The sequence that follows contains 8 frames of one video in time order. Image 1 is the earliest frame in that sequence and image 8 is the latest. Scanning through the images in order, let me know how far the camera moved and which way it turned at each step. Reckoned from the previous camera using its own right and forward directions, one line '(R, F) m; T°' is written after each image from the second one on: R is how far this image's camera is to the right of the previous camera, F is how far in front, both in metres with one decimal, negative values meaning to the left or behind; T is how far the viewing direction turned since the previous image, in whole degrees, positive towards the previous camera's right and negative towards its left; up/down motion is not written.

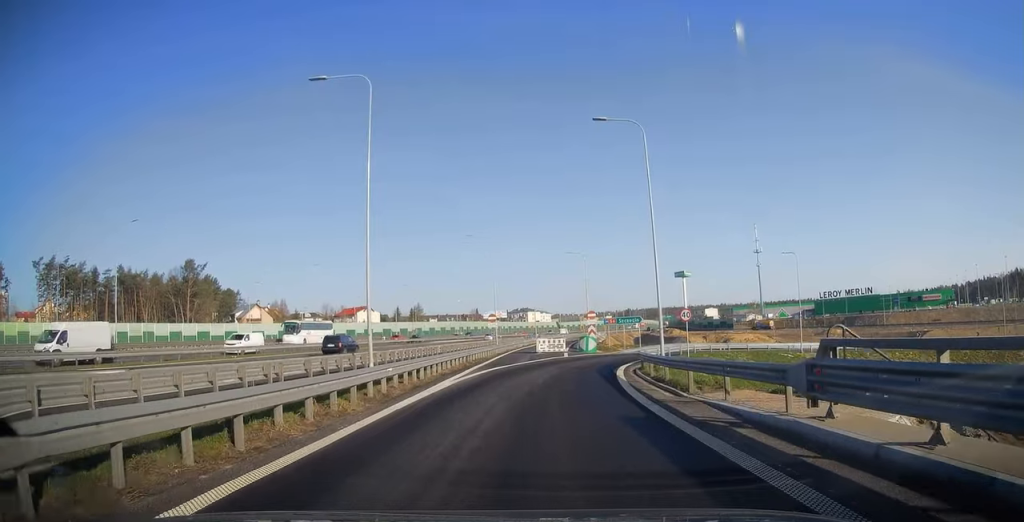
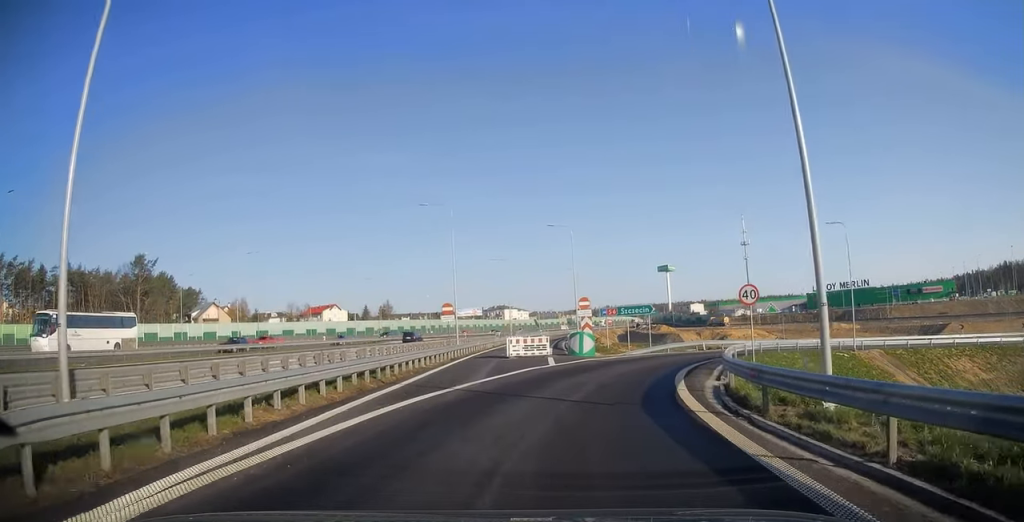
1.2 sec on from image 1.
(+0.6, +15.1) m; +5°
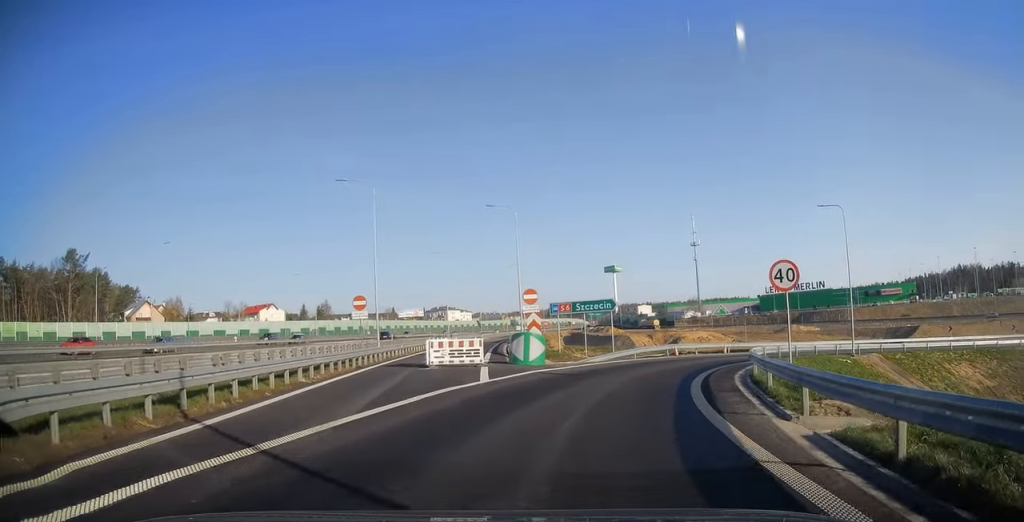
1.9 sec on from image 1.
(-0.1, +8.1) m; +4°
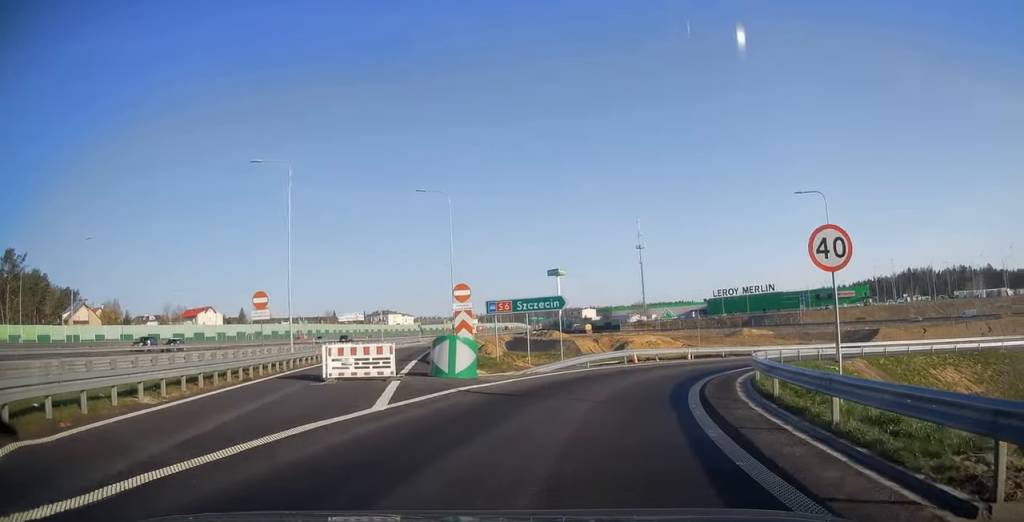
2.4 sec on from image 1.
(+0.4, +5.4) m; +6°
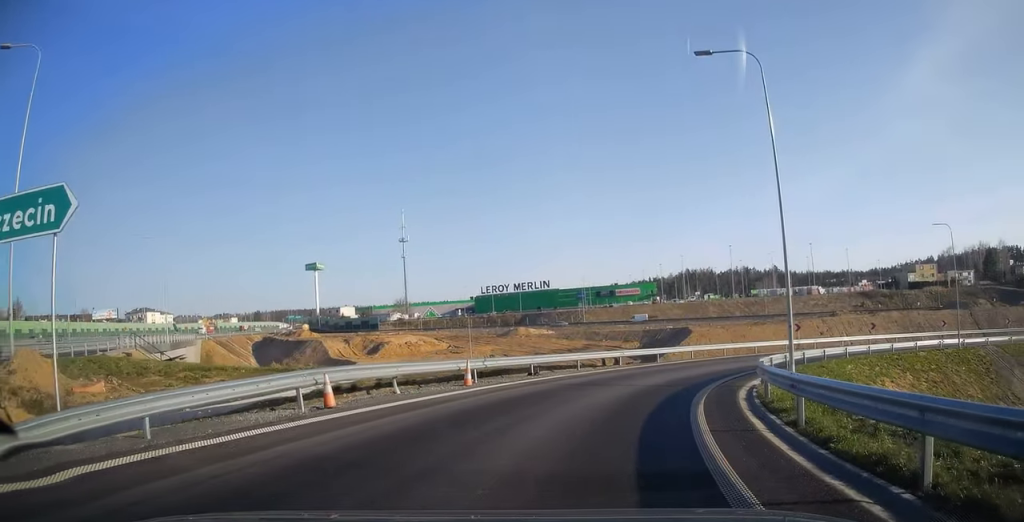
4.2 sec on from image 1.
(+3.8, +19.7) m; +23°
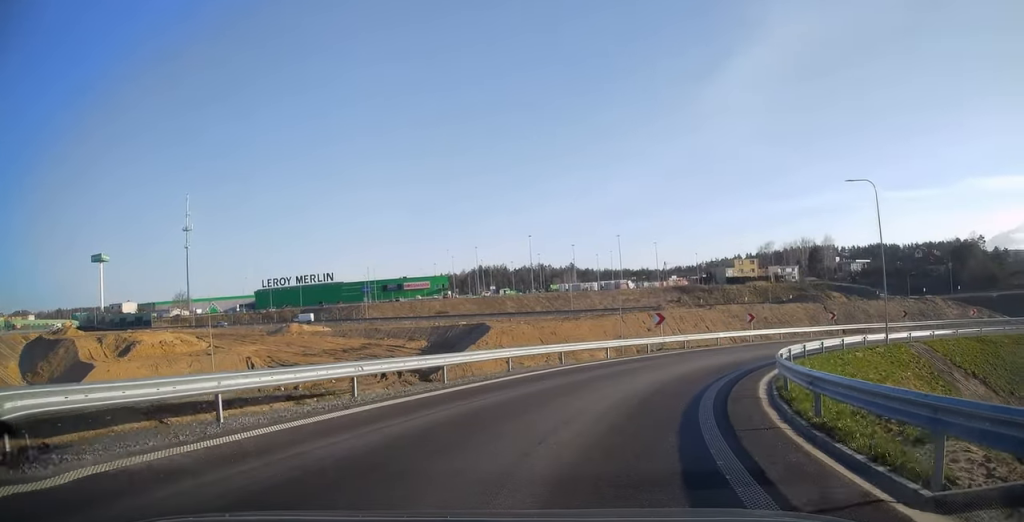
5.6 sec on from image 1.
(+2.8, +16.2) m; +20°
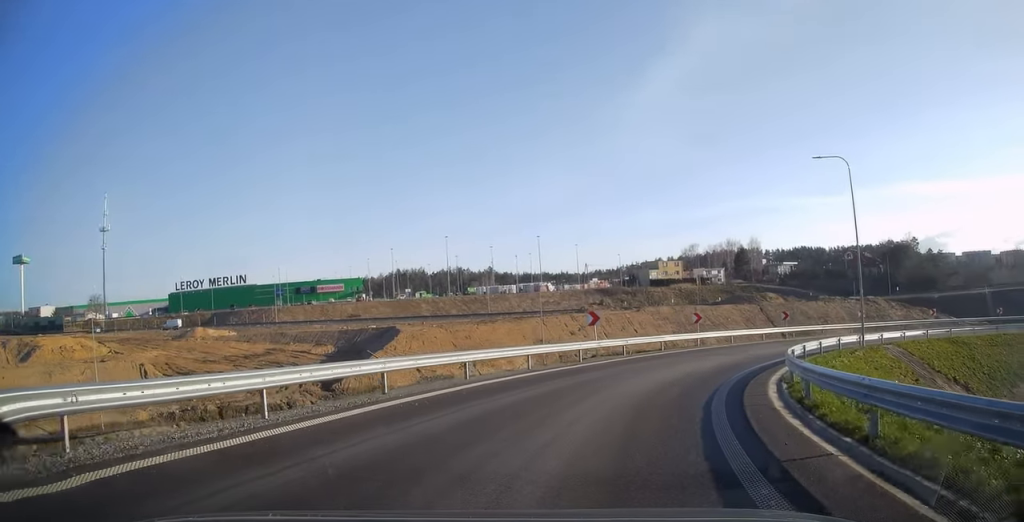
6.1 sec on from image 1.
(+0.3, +6.2) m; +8°
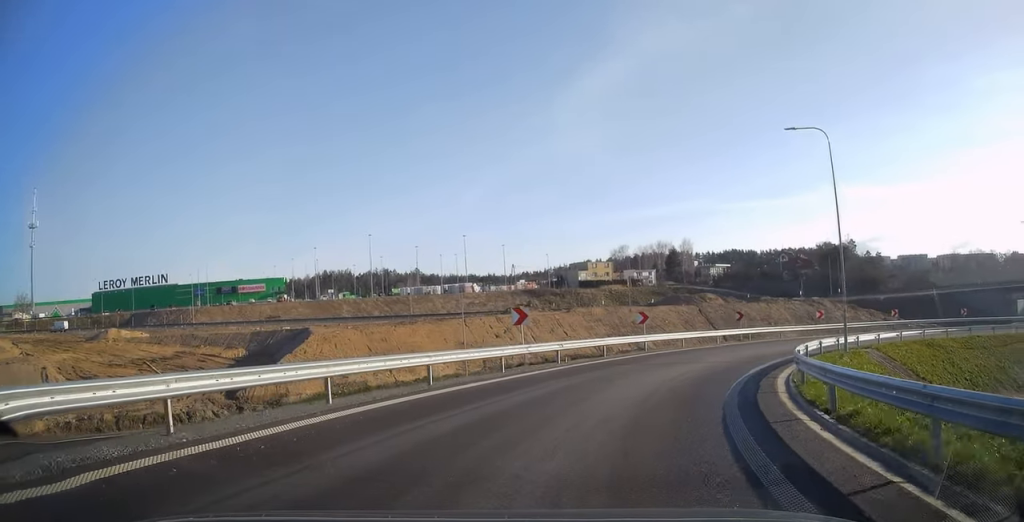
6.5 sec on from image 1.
(+0.5, +5.5) m; +6°
